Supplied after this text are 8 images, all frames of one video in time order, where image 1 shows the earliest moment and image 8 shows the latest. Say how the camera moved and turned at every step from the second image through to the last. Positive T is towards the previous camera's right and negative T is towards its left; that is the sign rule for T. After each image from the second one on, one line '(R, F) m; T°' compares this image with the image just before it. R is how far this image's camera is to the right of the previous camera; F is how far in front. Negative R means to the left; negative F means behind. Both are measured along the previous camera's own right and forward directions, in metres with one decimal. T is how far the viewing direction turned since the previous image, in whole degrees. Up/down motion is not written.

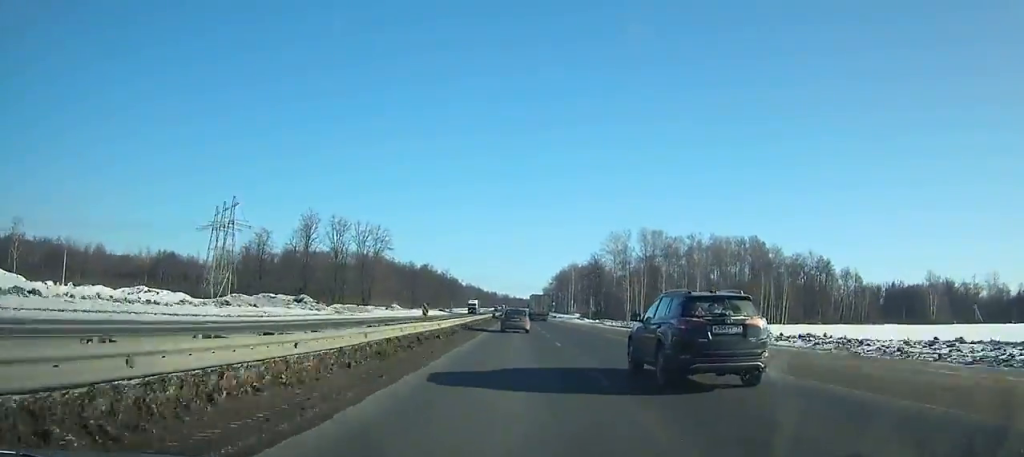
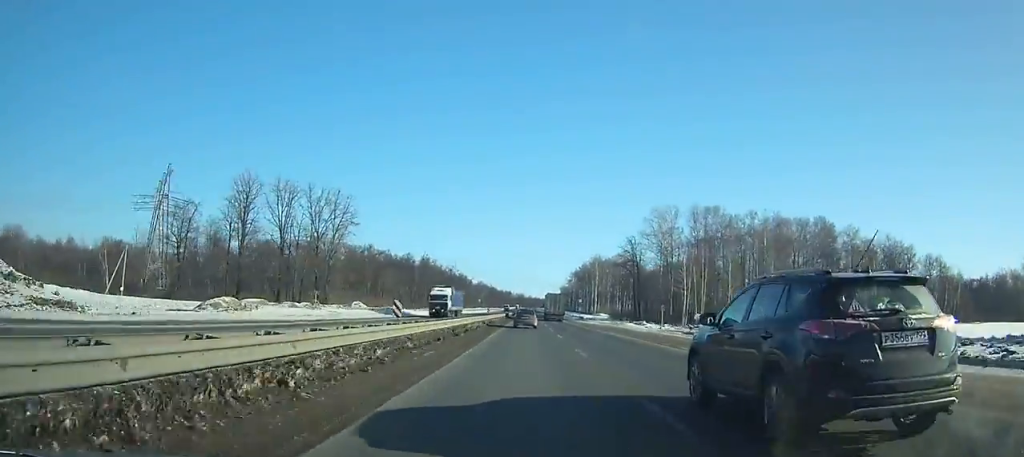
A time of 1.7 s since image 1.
(-0.2, +40.0) m; 0°
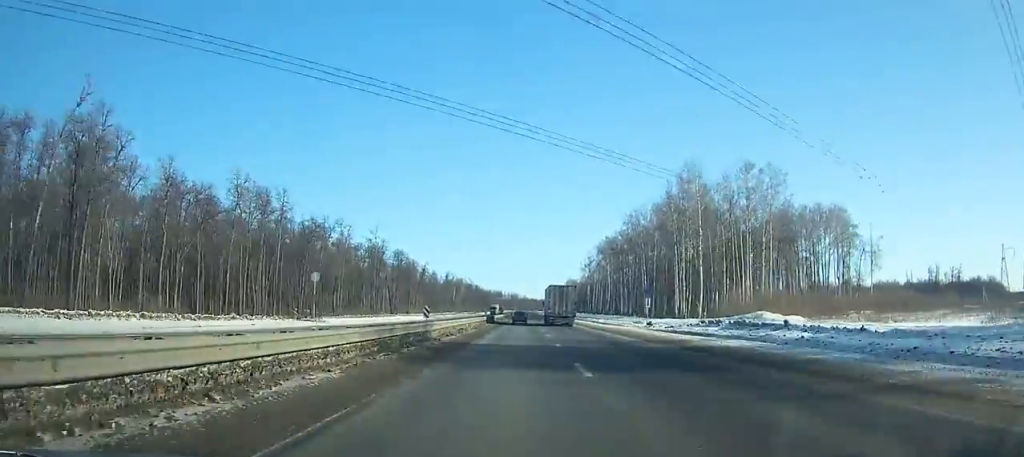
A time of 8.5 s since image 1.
(-0.8, +170.4) m; 0°
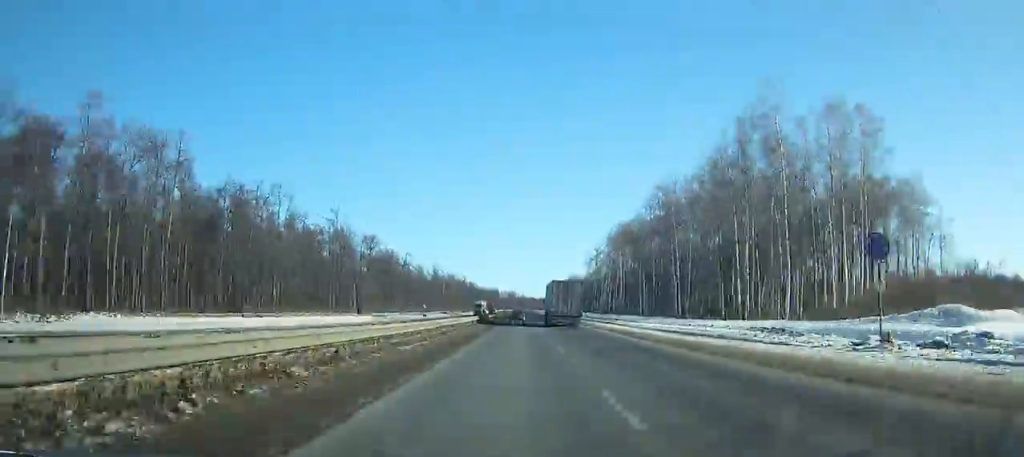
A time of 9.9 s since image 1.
(0.0, +36.4) m; 0°
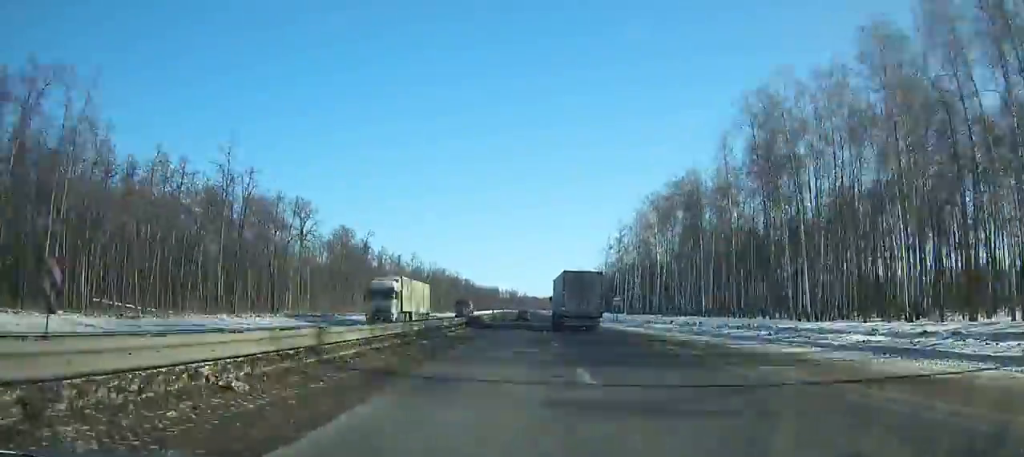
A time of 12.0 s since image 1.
(-0.2, +55.8) m; 0°
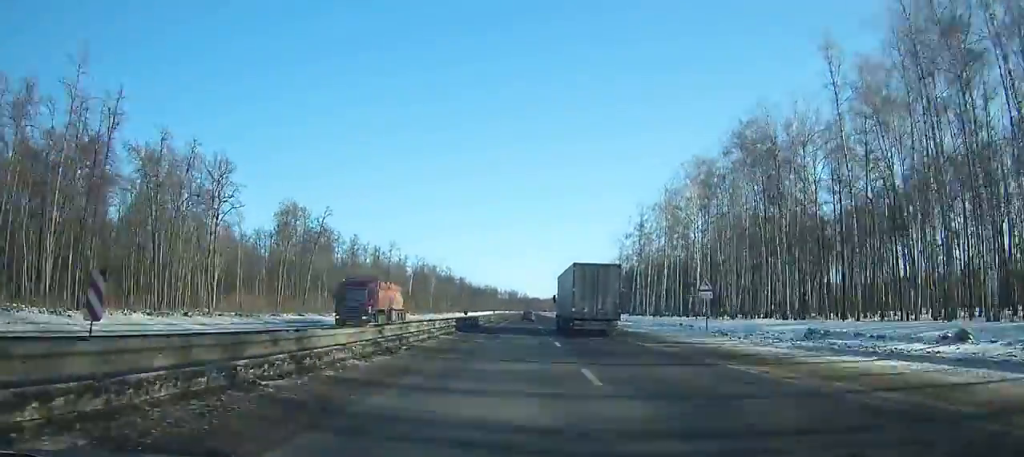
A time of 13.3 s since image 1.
(0.0, +34.7) m; 0°
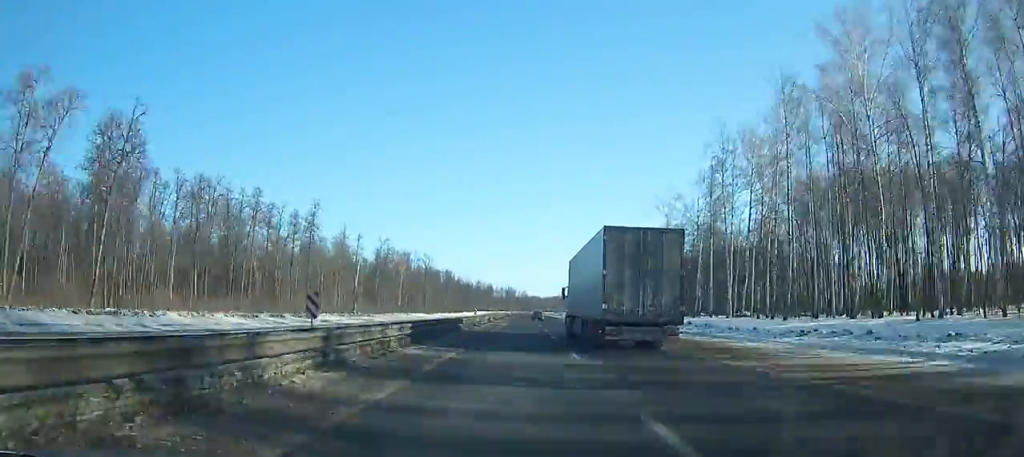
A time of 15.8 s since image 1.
(-0.1, +67.3) m; 0°
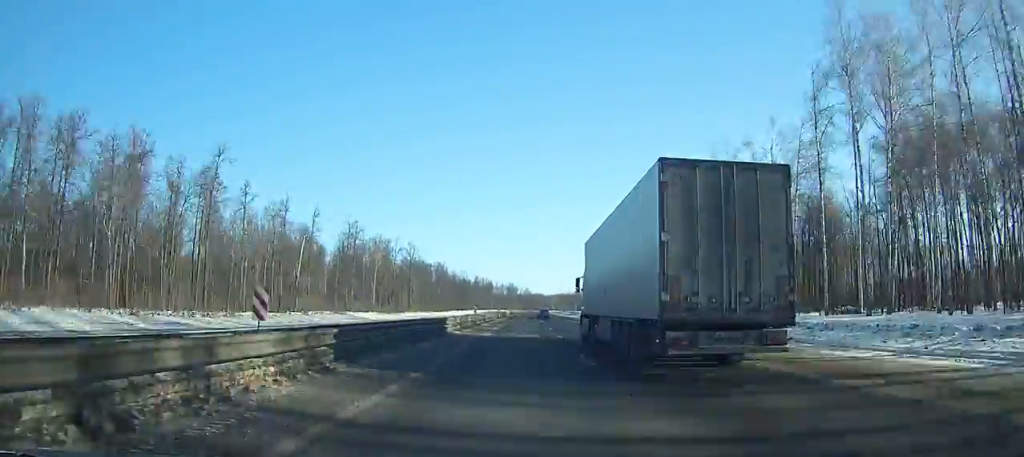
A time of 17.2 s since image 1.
(+0.1, +38.1) m; 0°
